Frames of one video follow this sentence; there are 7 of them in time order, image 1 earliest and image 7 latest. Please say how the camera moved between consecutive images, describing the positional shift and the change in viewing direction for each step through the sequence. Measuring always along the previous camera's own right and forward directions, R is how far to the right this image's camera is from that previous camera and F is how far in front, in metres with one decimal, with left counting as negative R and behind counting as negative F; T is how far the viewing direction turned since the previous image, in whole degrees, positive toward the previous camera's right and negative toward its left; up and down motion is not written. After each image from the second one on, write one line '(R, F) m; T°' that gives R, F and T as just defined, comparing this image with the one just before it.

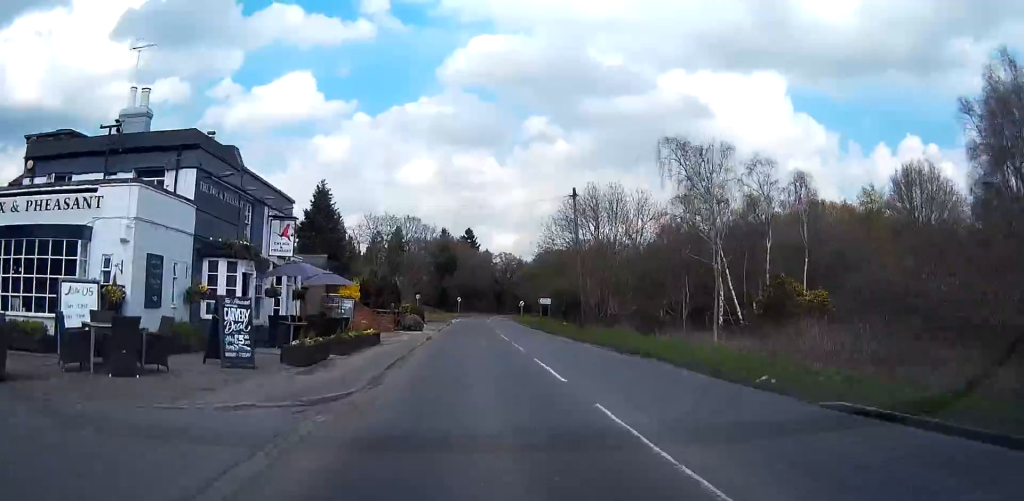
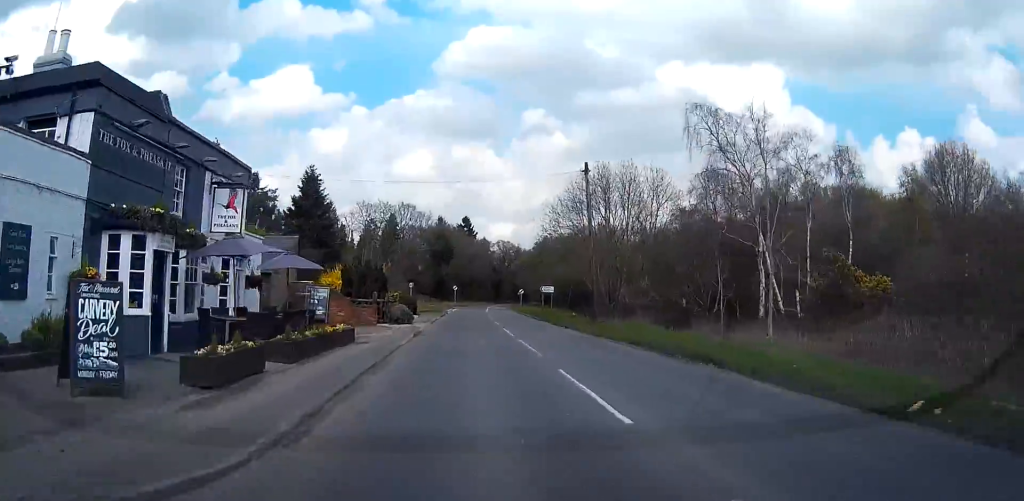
(0.0, +5.9) m; 0°
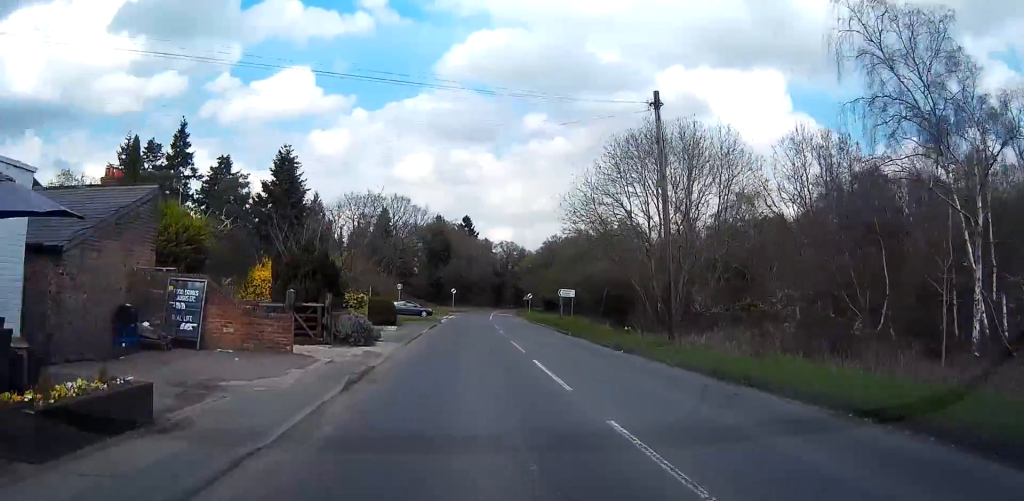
(+0.2, +15.3) m; +1°
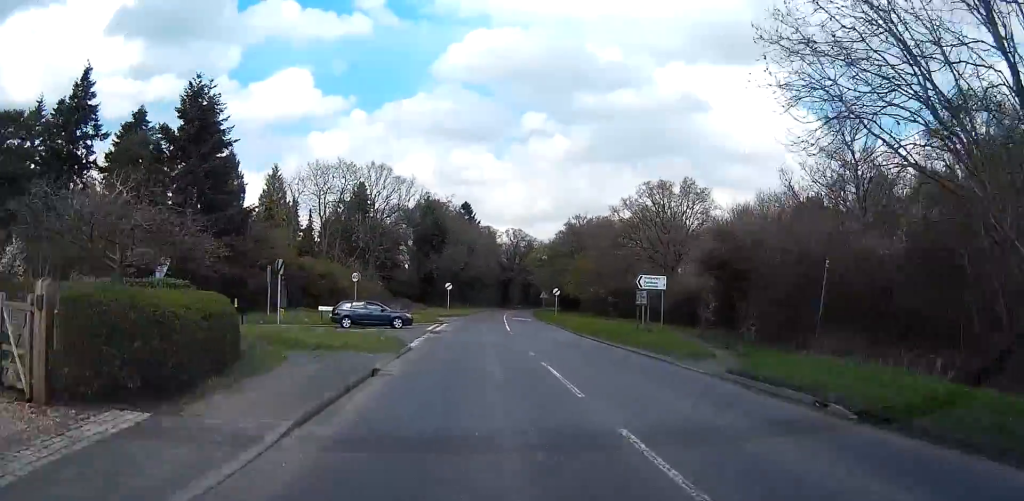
(+0.1, +29.7) m; 0°
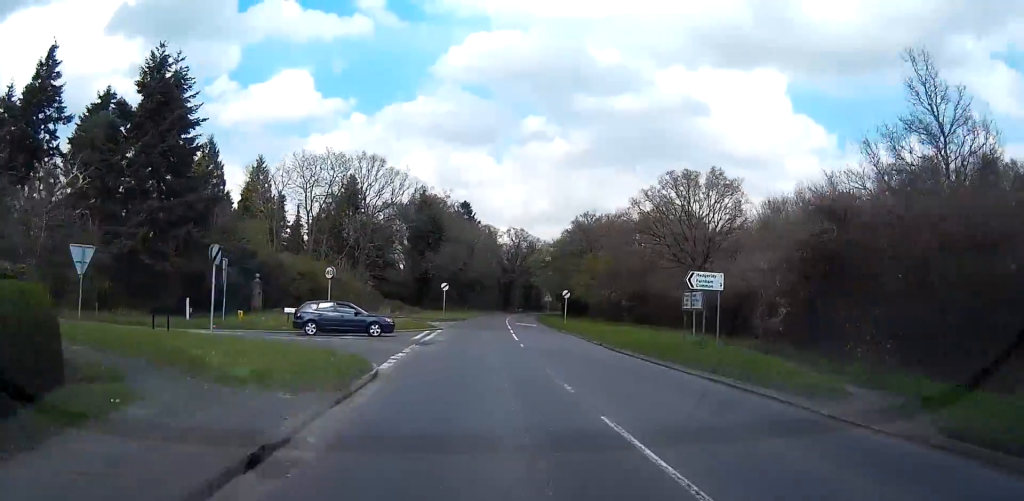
(+0.1, +8.1) m; 0°
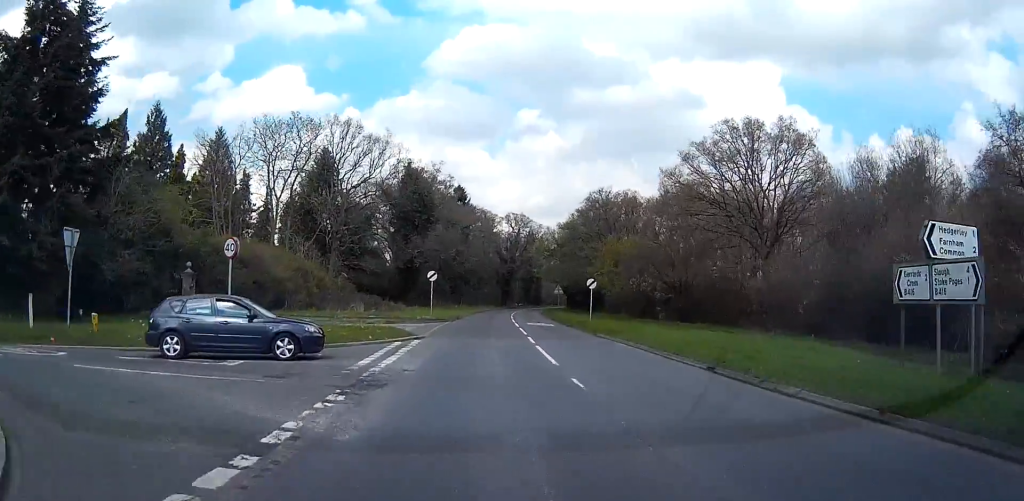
(-0.1, +15.0) m; 0°
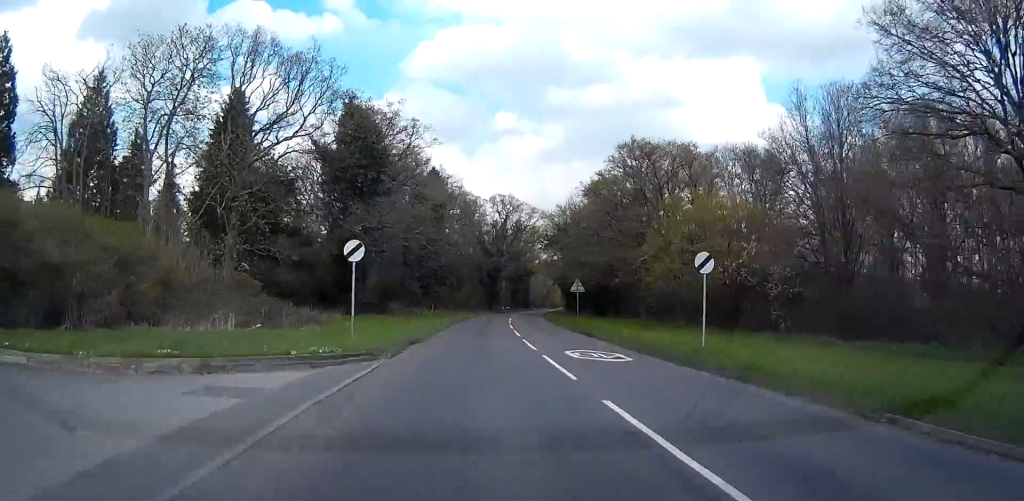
(+0.4, +27.0) m; +2°
